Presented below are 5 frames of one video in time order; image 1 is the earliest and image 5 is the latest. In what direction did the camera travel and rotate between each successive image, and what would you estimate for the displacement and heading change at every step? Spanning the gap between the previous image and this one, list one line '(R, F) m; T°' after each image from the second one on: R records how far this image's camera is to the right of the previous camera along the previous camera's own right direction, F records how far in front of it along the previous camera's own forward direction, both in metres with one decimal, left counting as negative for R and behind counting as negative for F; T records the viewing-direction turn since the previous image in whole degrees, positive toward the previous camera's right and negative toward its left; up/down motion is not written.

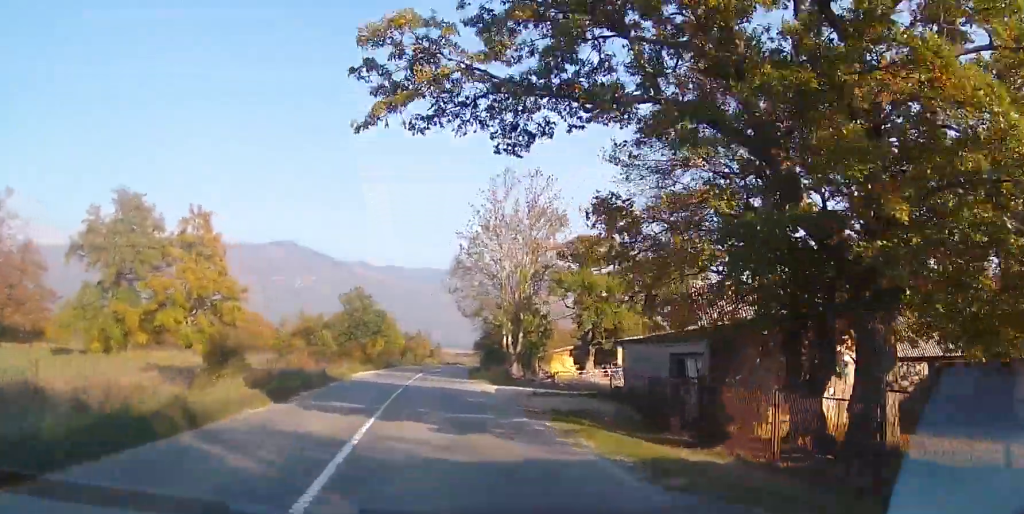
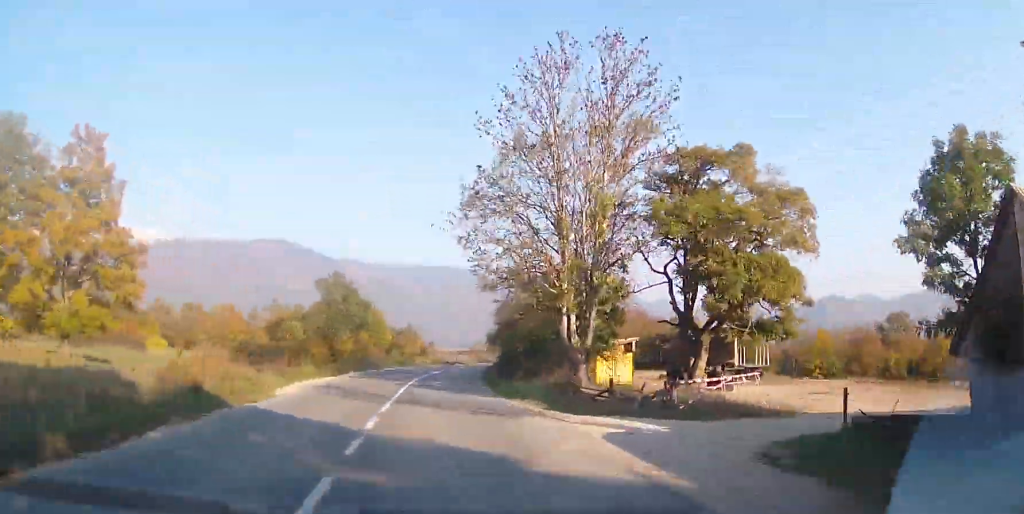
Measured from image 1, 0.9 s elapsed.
(0.0, +18.2) m; +1°
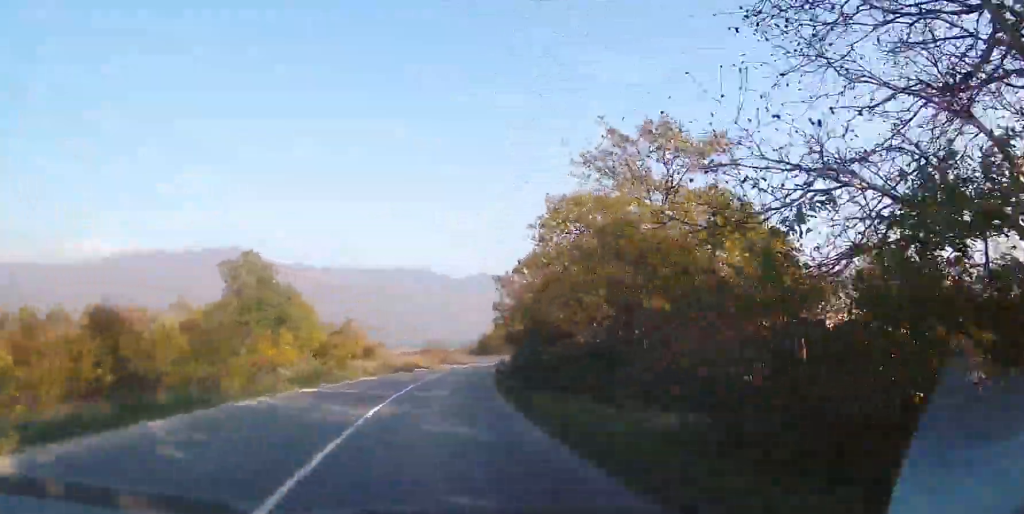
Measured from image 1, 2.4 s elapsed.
(+1.1, +29.4) m; +5°
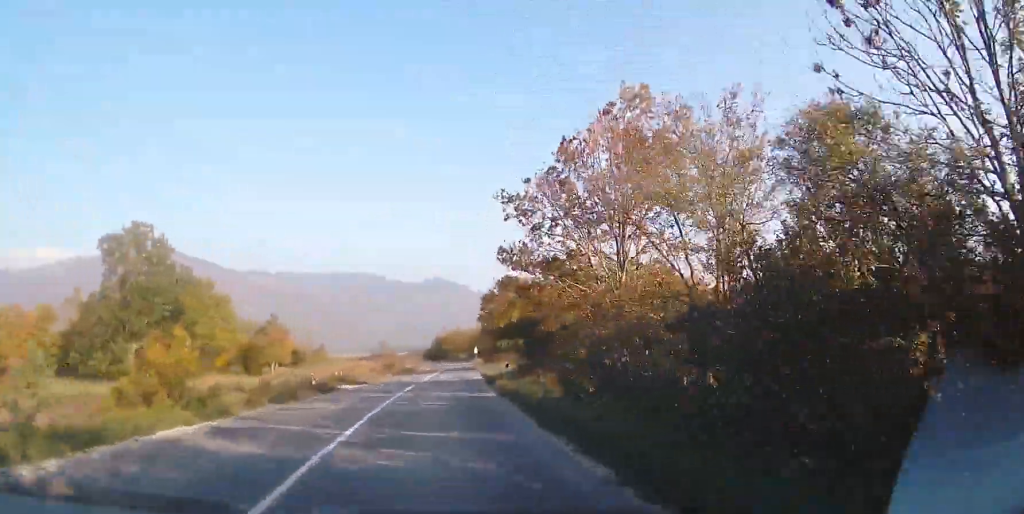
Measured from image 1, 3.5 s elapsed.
(+0.5, +21.4) m; +4°
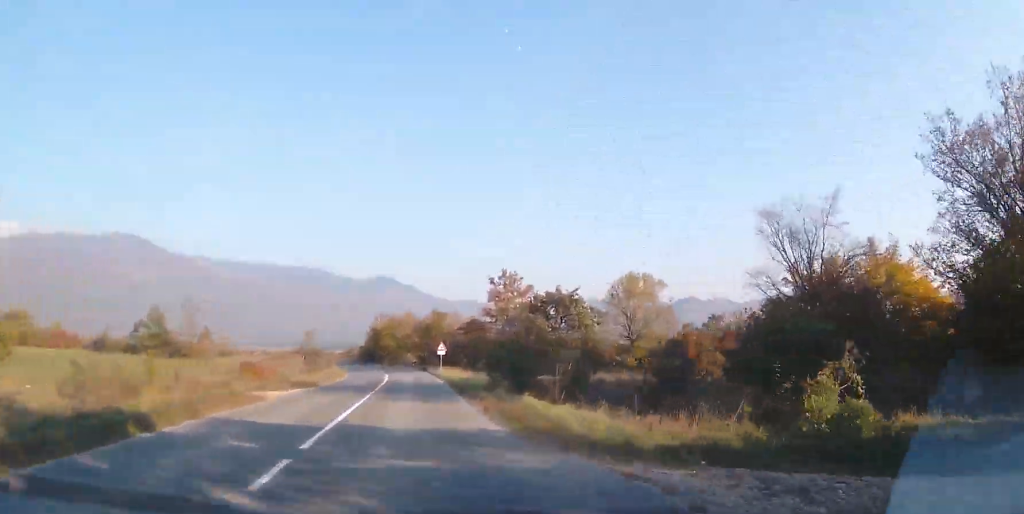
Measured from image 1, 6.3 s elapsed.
(+4.2, +54.9) m; +5°
